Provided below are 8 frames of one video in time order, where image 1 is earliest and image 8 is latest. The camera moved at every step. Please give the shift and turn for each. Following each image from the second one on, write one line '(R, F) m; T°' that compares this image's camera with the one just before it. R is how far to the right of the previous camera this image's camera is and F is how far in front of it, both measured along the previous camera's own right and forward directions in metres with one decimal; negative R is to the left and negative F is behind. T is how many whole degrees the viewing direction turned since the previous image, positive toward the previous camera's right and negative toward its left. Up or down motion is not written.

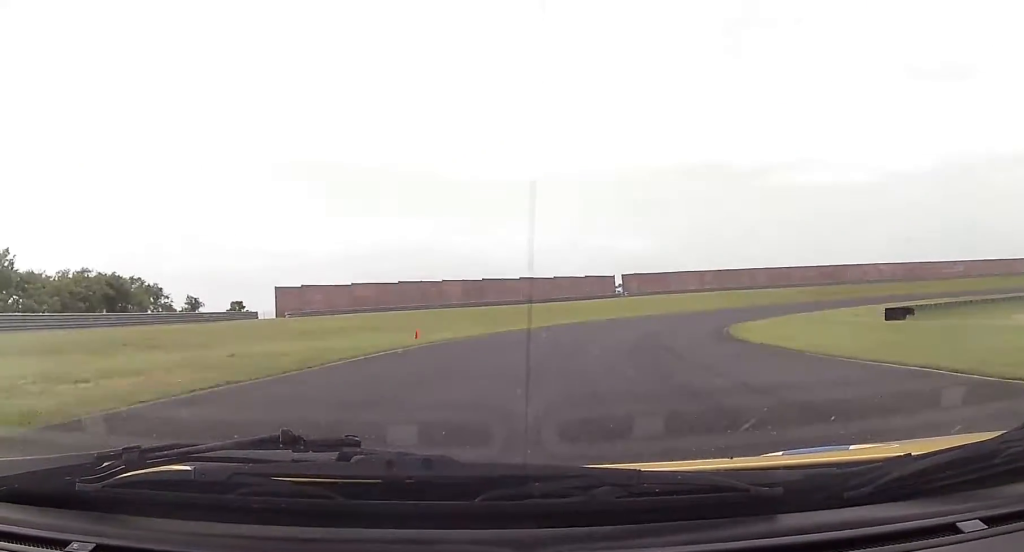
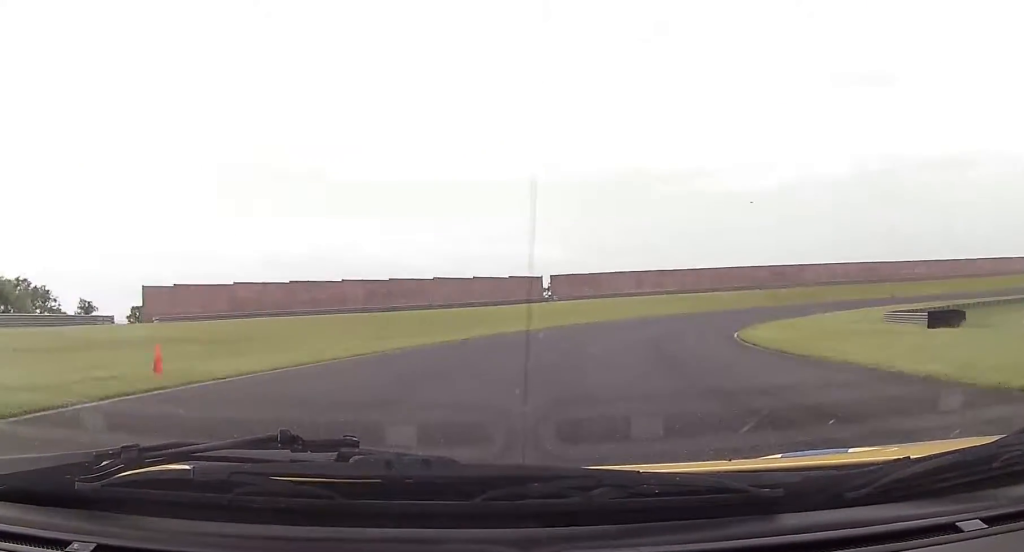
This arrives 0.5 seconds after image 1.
(+1.6, +15.5) m; +7°
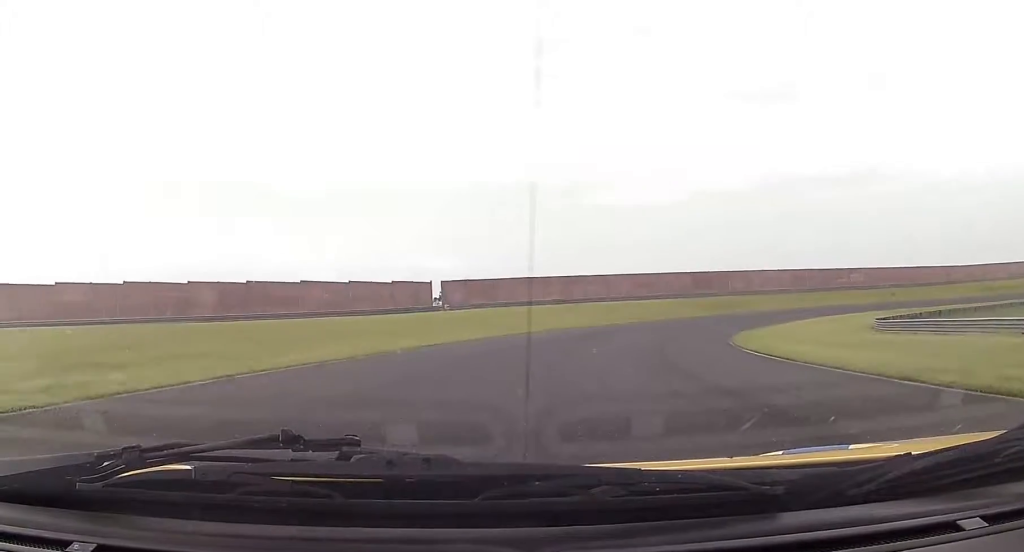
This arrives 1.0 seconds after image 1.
(-0.1, +16.5) m; +8°
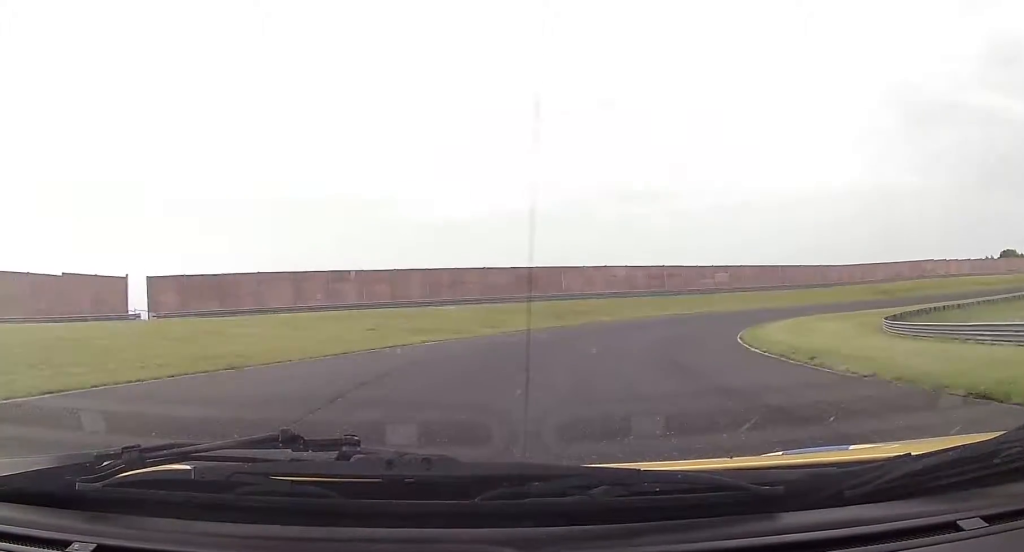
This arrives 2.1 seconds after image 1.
(+5.9, +32.8) m; +19°
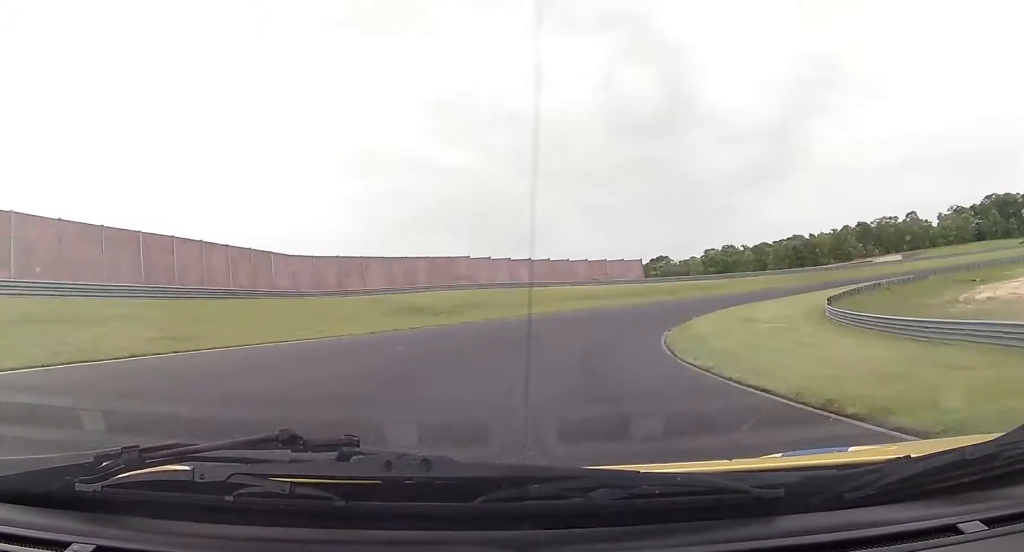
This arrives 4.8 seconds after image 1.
(+33.4, +71.7) m; +49°
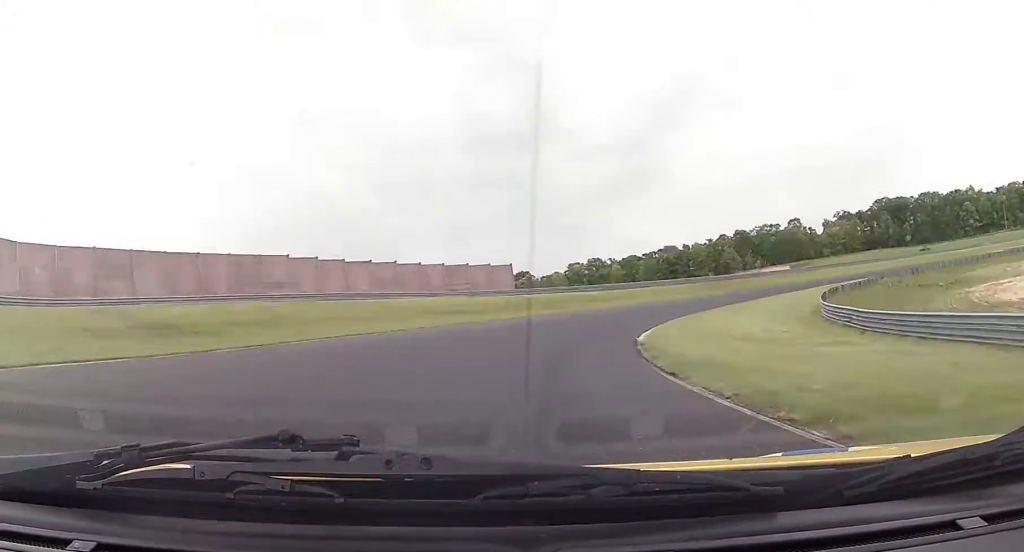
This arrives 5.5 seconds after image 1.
(+2.4, +21.0) m; +12°
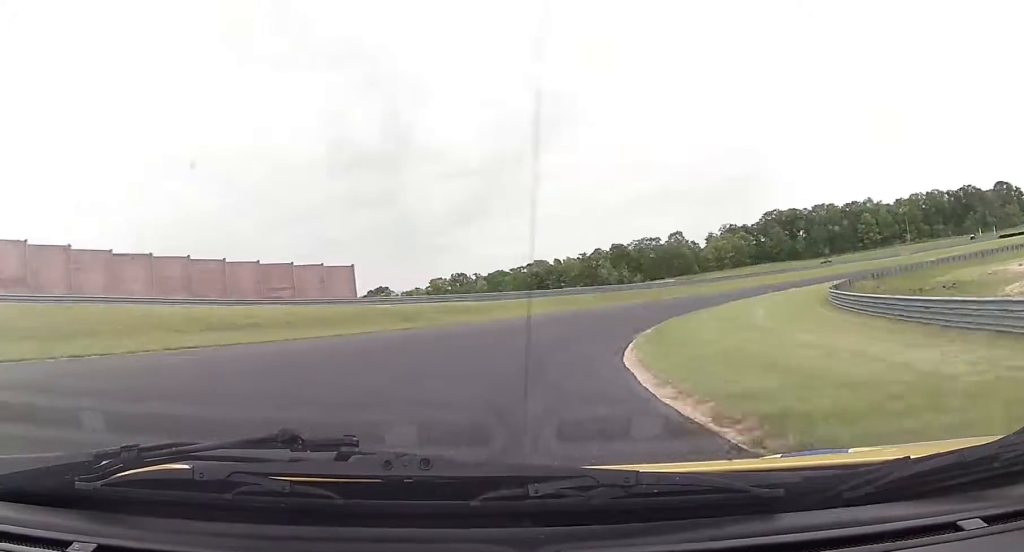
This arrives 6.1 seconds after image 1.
(+1.2, +21.5) m; +11°
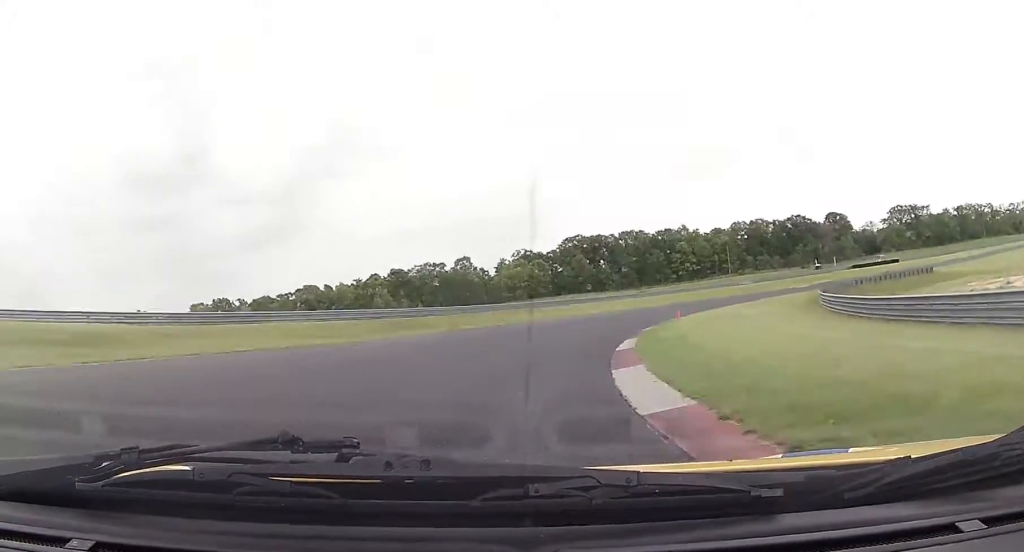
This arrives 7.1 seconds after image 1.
(+4.3, +30.8) m; +17°
